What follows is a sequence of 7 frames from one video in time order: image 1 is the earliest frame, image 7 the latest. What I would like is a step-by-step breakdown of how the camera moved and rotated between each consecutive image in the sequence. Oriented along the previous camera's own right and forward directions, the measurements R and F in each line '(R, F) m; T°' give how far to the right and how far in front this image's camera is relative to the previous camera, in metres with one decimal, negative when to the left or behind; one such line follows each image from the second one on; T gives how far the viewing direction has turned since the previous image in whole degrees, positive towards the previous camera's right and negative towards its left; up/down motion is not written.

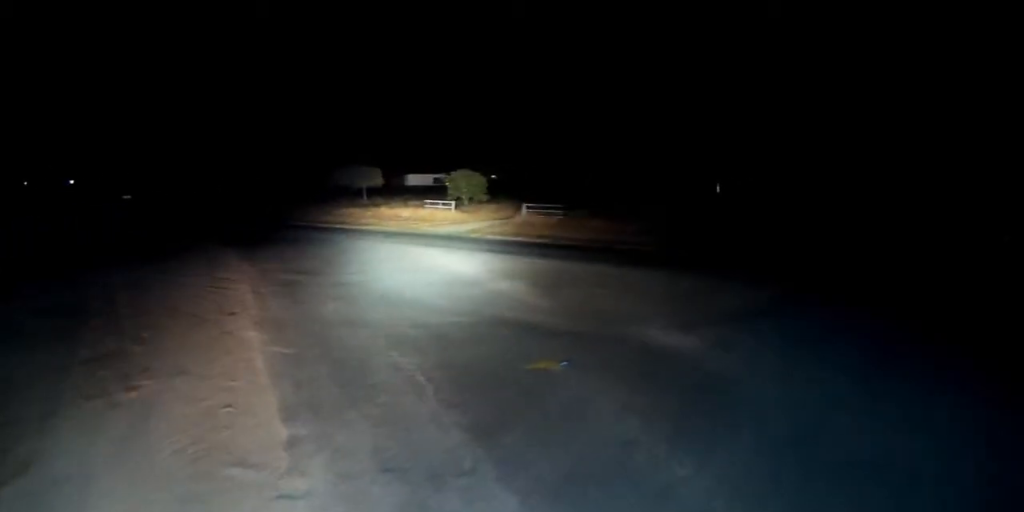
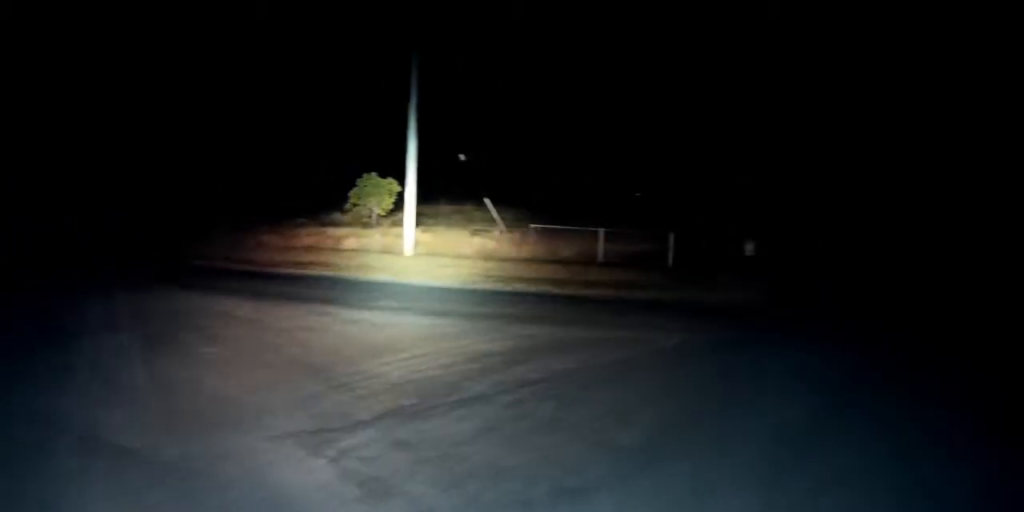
(+1.4, +6.3) m; +28°
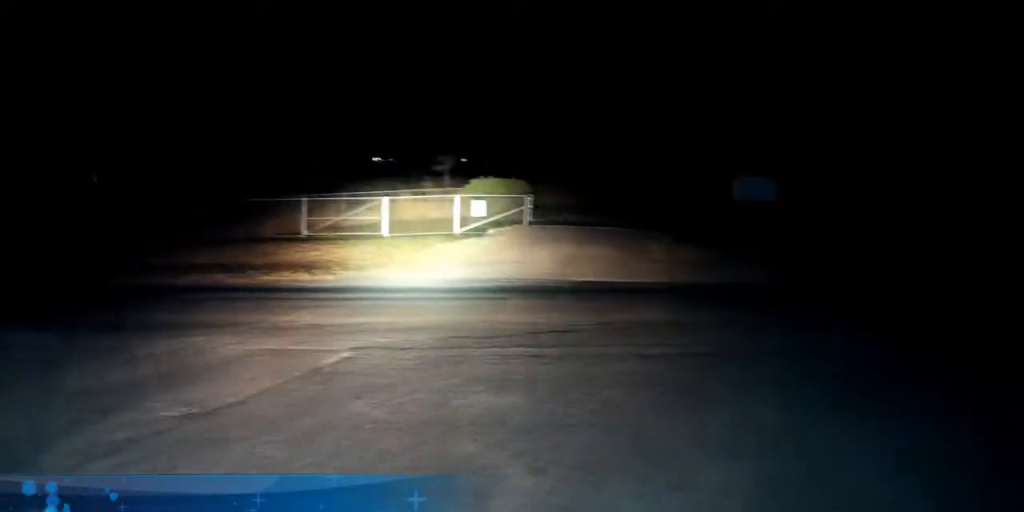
(+0.7, +4.6) m; +13°
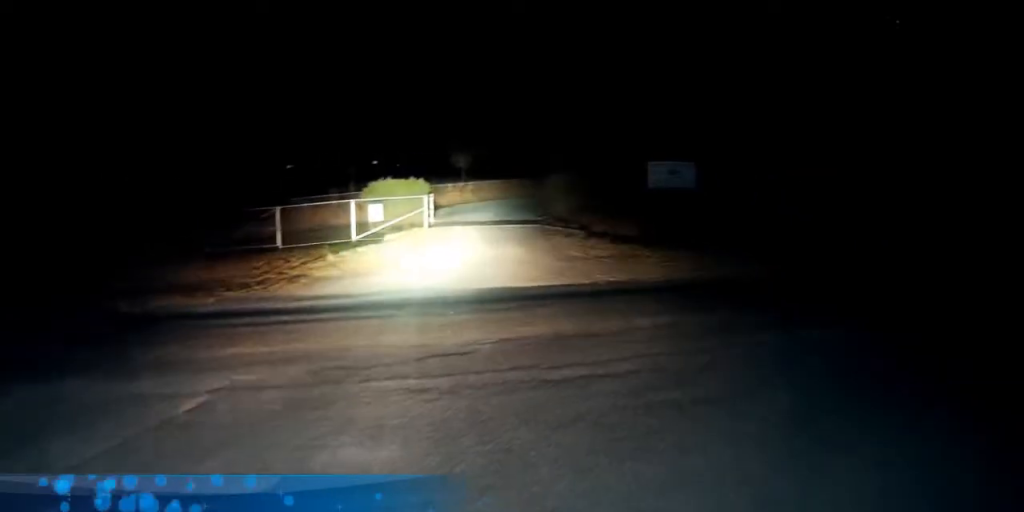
(0.0, +1.9) m; +2°
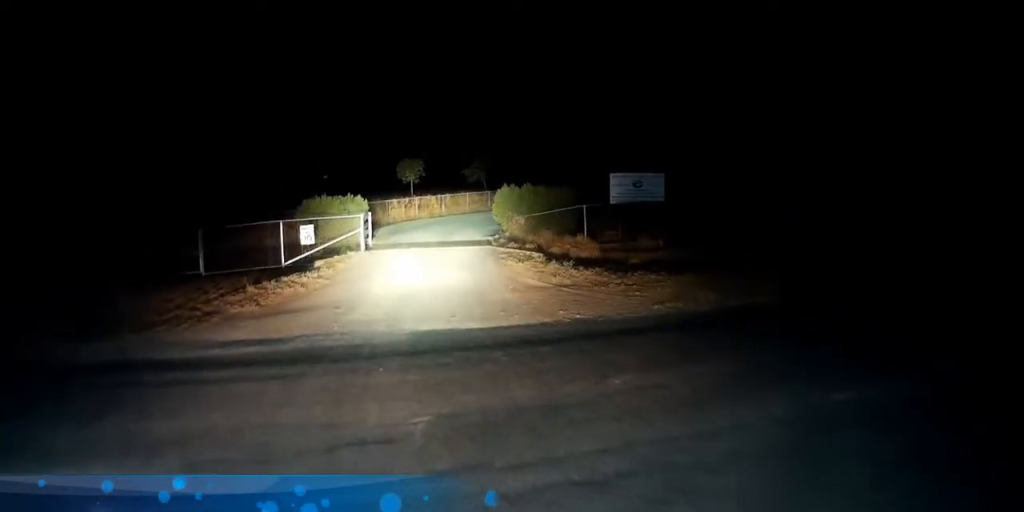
(+0.1, +3.0) m; +3°
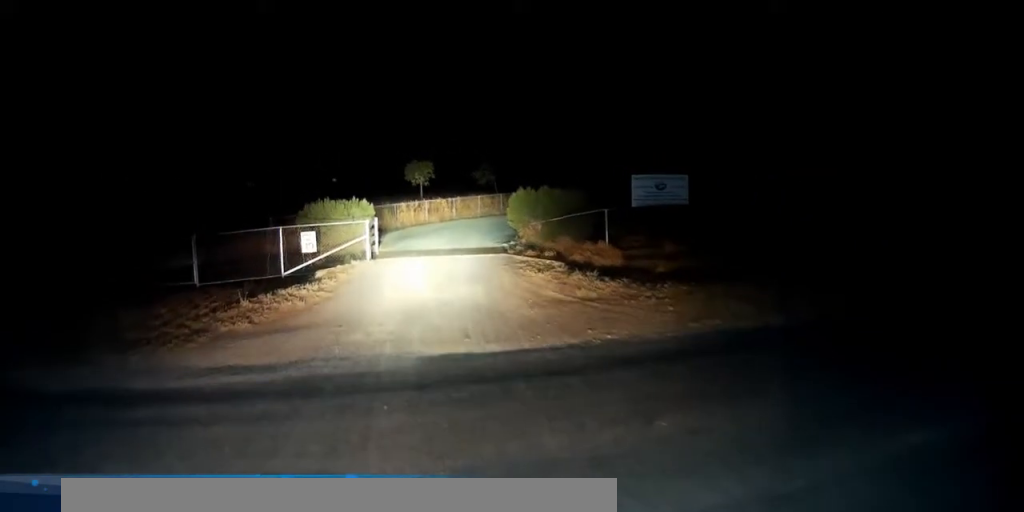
(0.0, +1.7) m; +1°
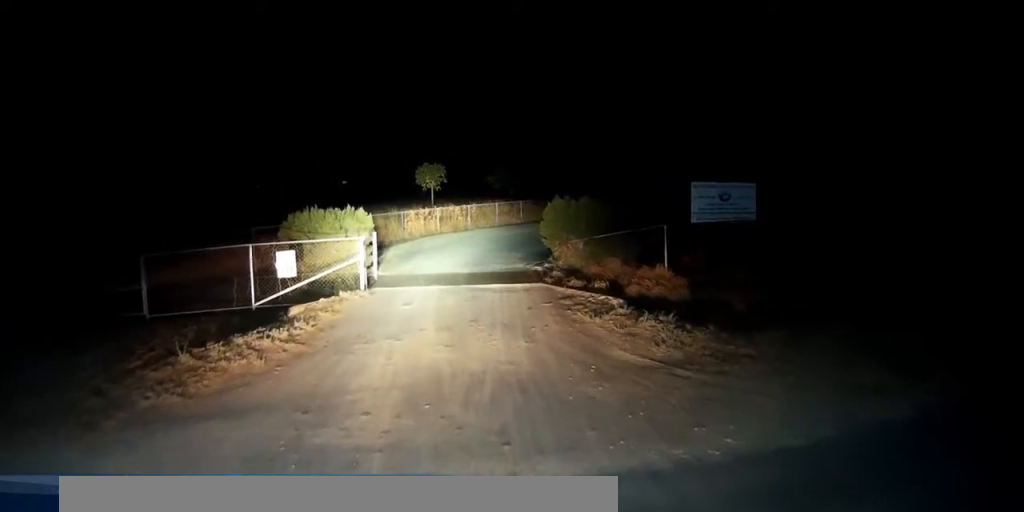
(0.0, +5.1) m; 0°
